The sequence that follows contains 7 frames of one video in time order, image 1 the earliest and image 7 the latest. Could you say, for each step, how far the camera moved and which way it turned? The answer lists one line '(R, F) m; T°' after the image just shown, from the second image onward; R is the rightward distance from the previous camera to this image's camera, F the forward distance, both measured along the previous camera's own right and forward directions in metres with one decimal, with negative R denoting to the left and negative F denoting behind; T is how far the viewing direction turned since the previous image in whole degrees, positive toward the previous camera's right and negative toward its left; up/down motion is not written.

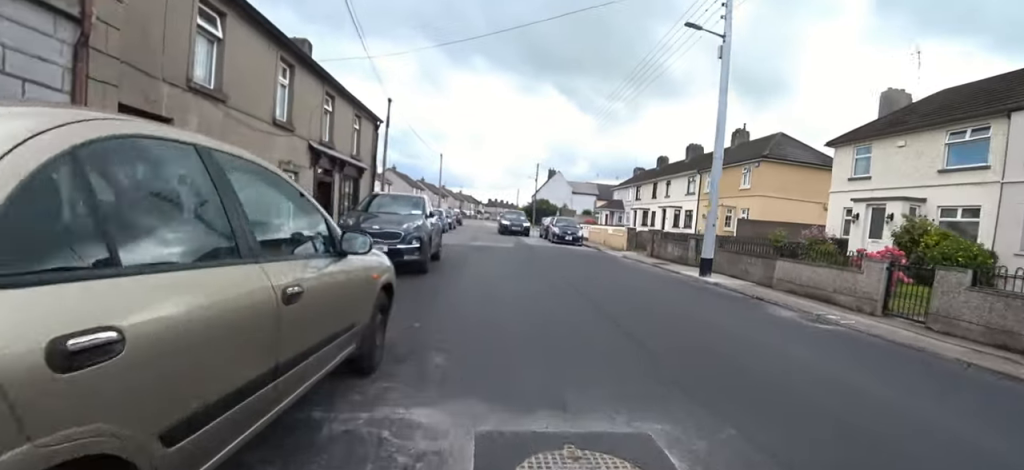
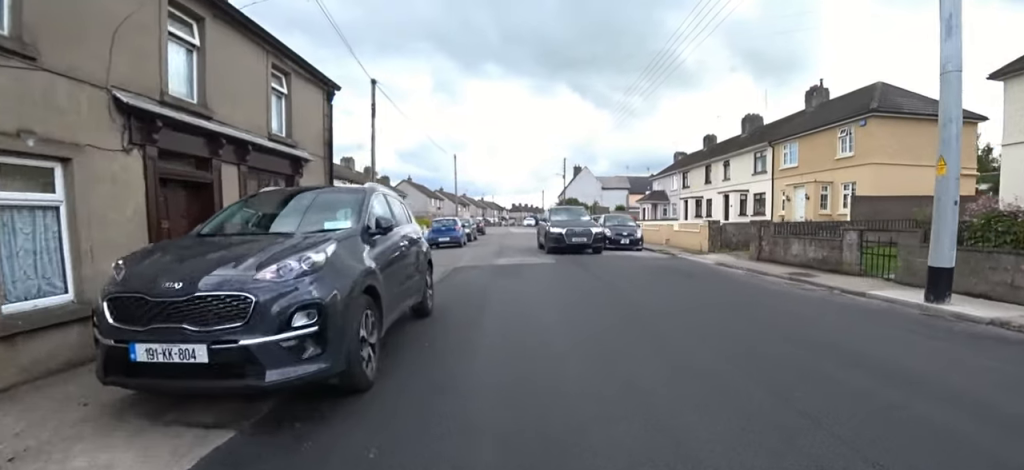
(-0.8, +6.1) m; -2°
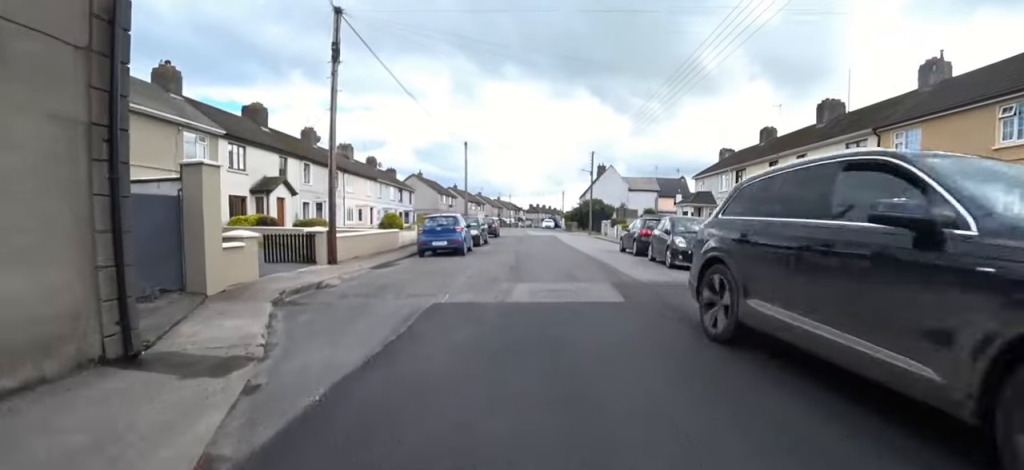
(+0.5, +6.1) m; +8°
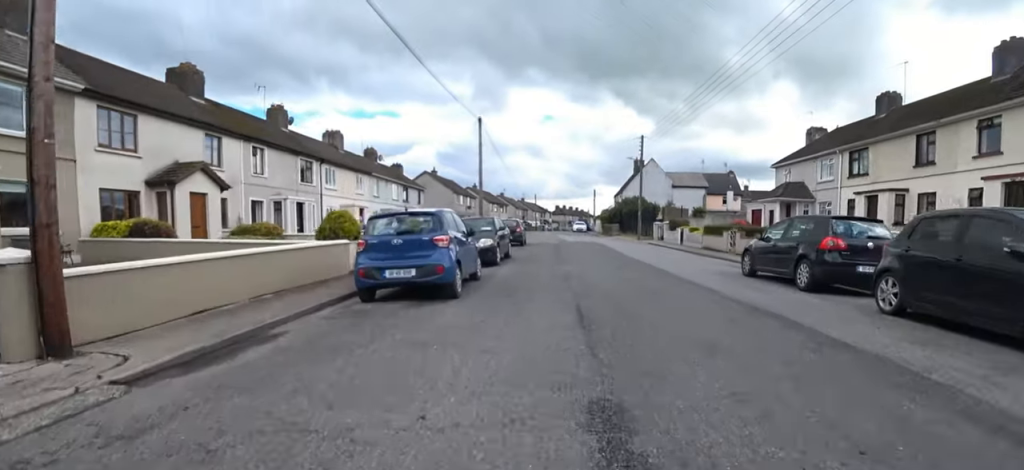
(-0.2, +8.9) m; -1°
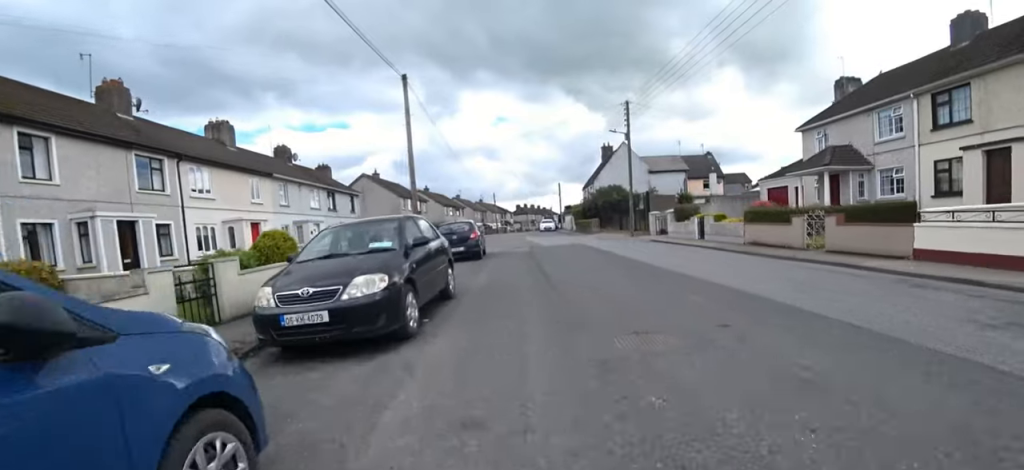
(+1.1, +7.8) m; +2°
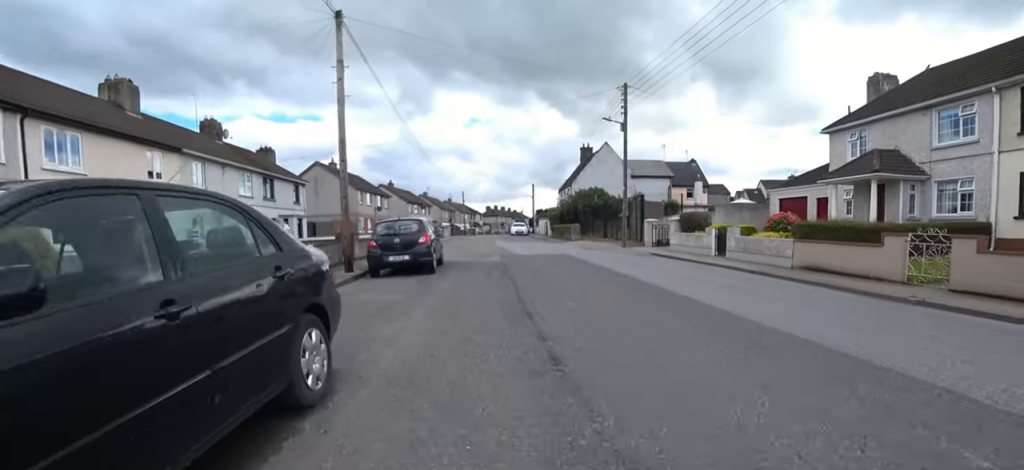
(-1.0, +4.3) m; 0°
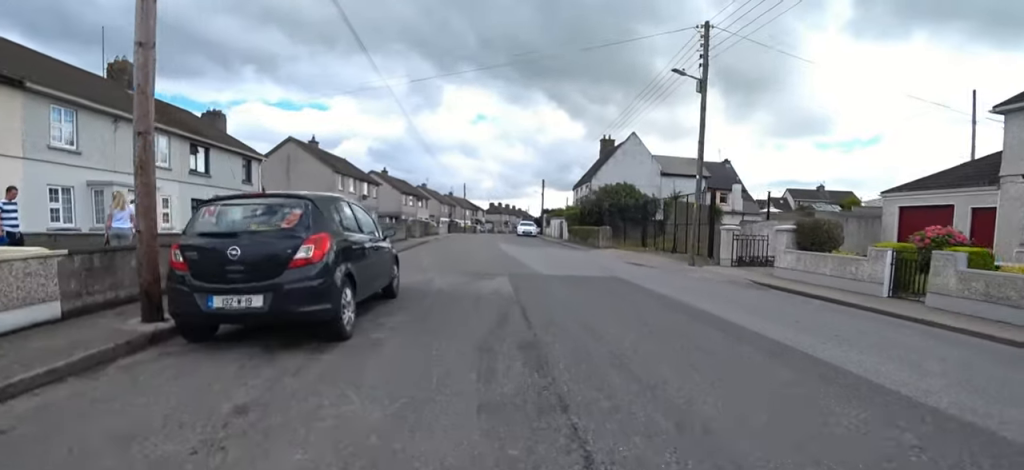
(+1.0, +7.1) m; 0°
